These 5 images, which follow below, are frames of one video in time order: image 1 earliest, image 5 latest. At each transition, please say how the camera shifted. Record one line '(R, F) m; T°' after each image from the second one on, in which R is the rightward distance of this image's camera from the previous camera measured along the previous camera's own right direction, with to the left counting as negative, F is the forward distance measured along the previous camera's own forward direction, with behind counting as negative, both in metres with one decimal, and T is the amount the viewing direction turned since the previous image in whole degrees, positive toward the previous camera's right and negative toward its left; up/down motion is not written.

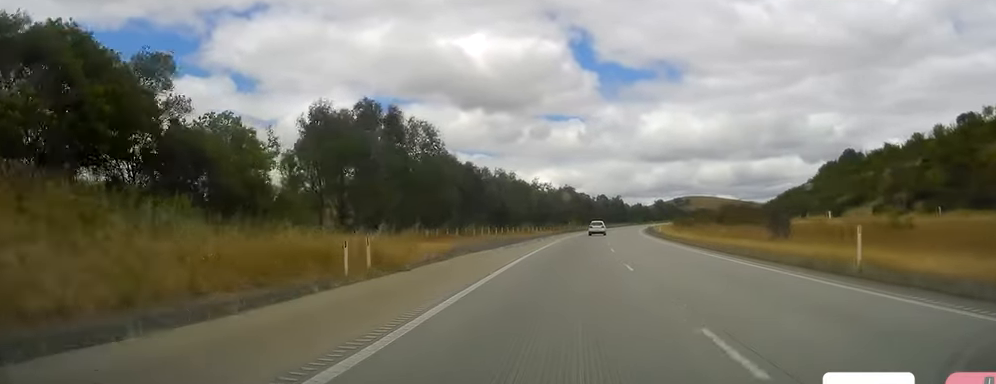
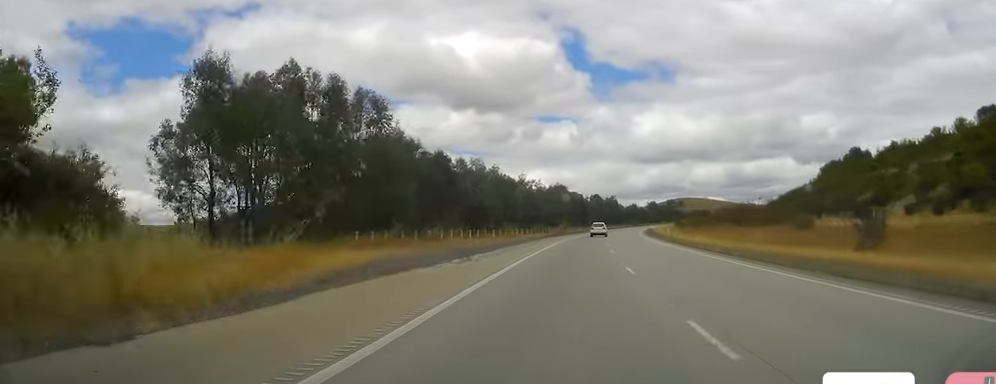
(+0.1, +13.1) m; +1°
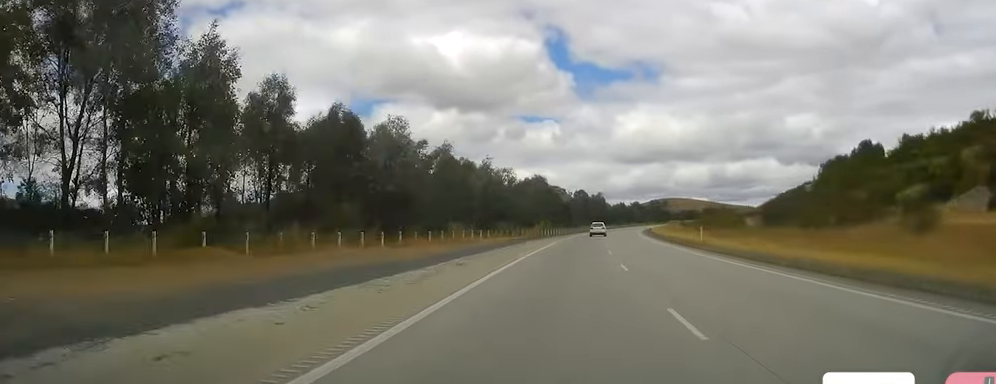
(0.0, +23.3) m; +1°
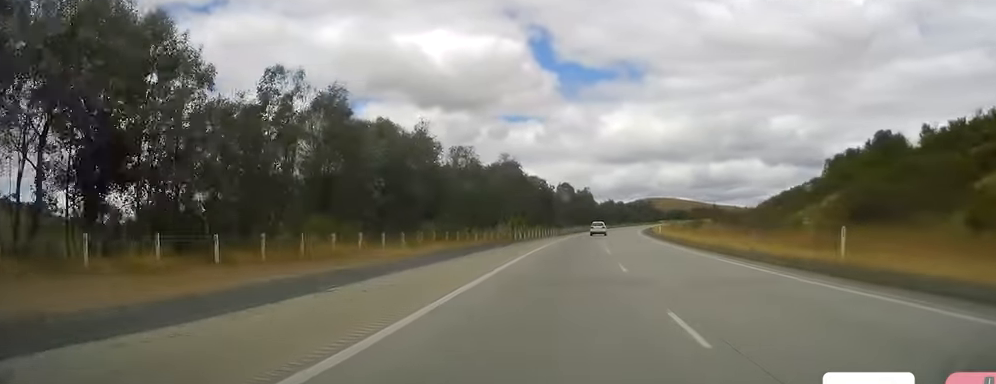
(+0.3, +25.1) m; +1°
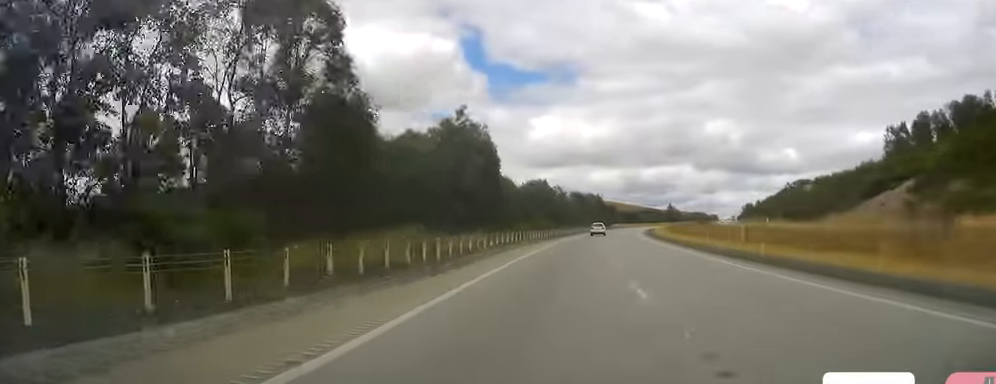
(+5.4, +107.6) m; +6°
